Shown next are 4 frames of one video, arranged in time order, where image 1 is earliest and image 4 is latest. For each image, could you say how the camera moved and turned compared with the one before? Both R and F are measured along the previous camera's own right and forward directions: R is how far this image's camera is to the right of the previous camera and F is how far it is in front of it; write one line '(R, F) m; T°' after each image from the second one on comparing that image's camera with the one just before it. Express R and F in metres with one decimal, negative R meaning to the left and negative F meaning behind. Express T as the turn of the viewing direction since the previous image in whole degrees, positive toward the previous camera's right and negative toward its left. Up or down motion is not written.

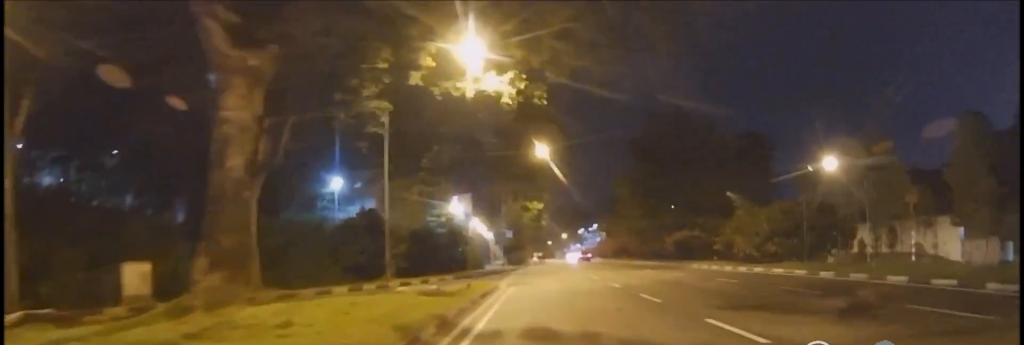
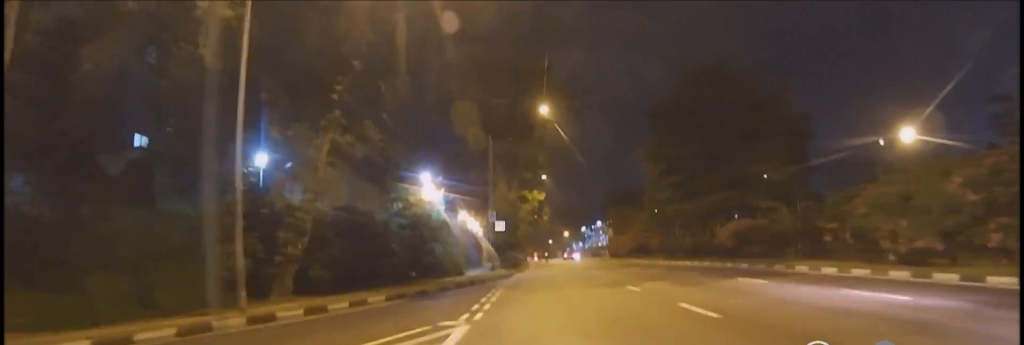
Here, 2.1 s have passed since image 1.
(+1.5, +14.7) m; +2°
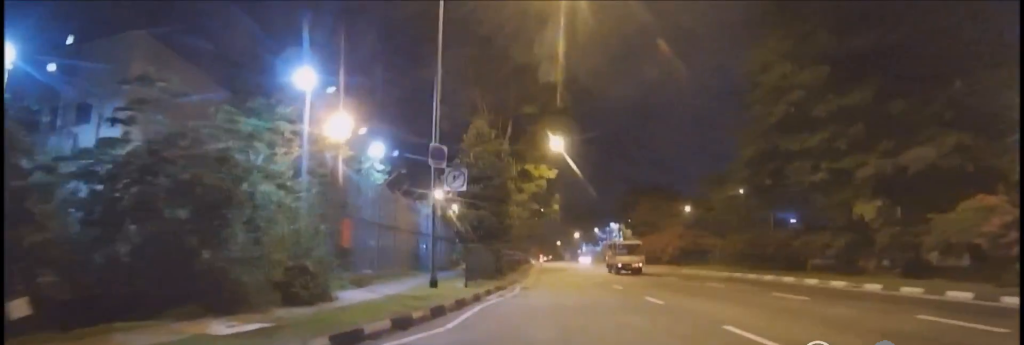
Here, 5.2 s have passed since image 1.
(-2.0, +20.9) m; 0°
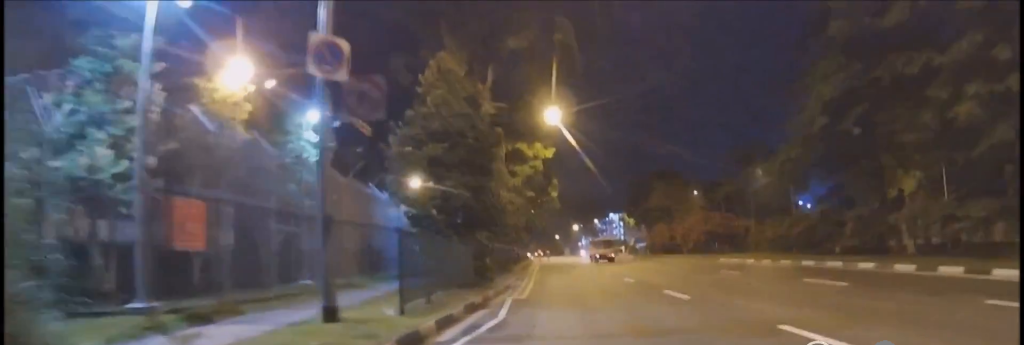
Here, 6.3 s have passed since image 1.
(+0.8, +7.7) m; +4°
